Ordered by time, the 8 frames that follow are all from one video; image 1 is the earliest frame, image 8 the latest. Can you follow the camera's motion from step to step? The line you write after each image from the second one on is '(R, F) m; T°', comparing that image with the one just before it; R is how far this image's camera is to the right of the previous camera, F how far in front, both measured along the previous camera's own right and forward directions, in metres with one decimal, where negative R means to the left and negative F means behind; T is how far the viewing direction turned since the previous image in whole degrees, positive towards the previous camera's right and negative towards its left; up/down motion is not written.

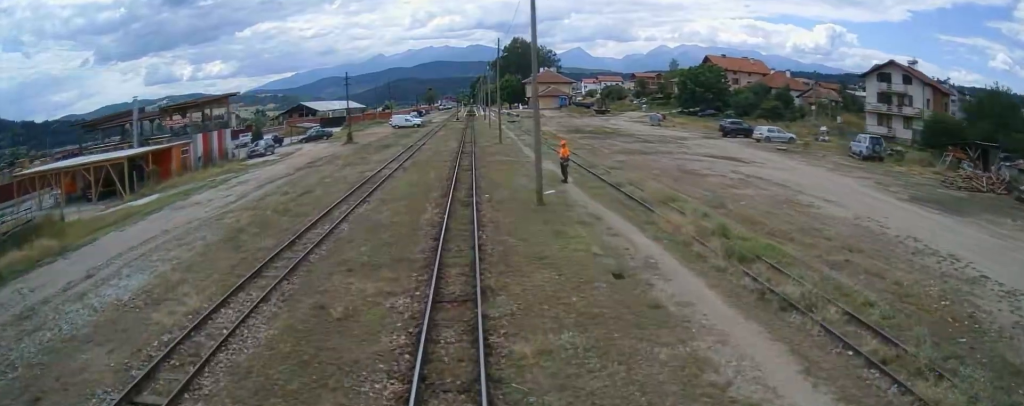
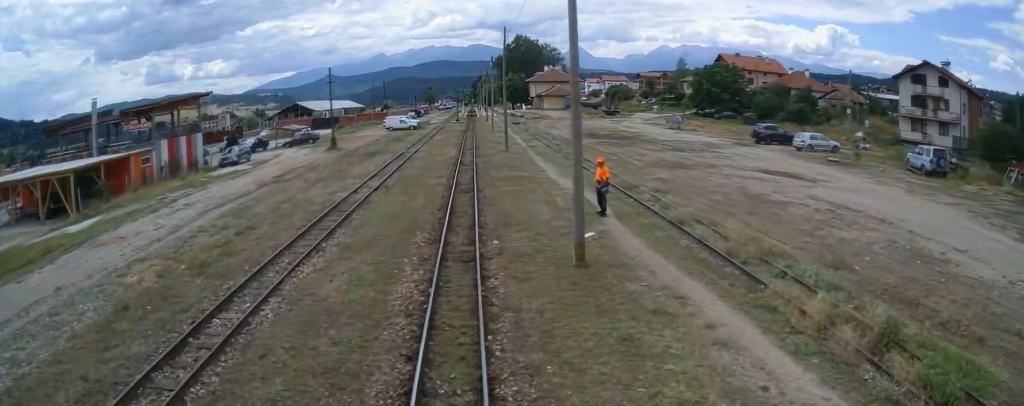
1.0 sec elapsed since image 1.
(0.0, +7.0) m; +1°
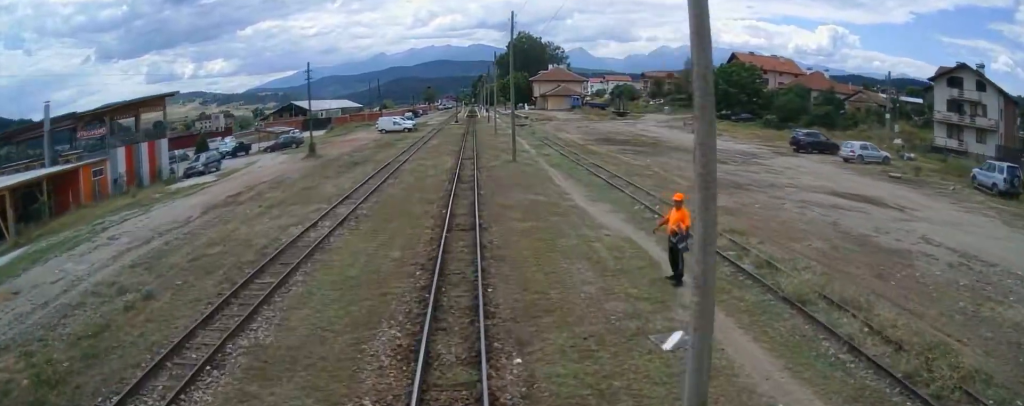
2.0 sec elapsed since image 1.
(+0.1, +6.7) m; 0°
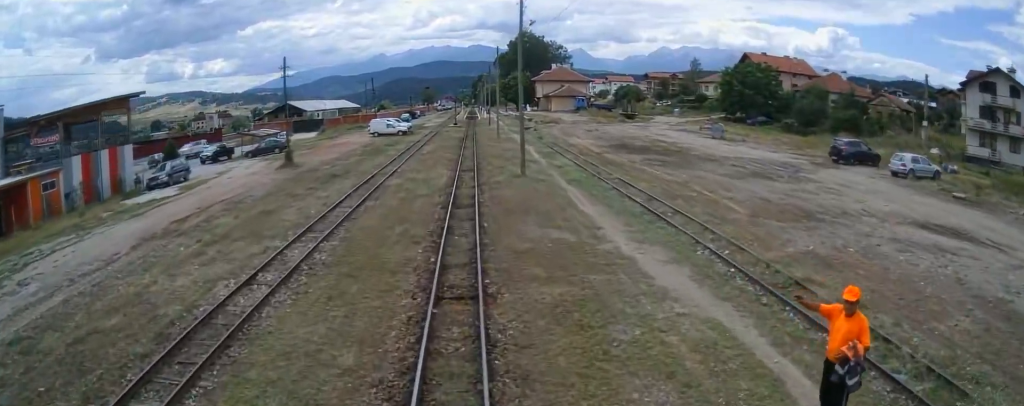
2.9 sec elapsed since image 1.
(-0.1, +5.6) m; -1°
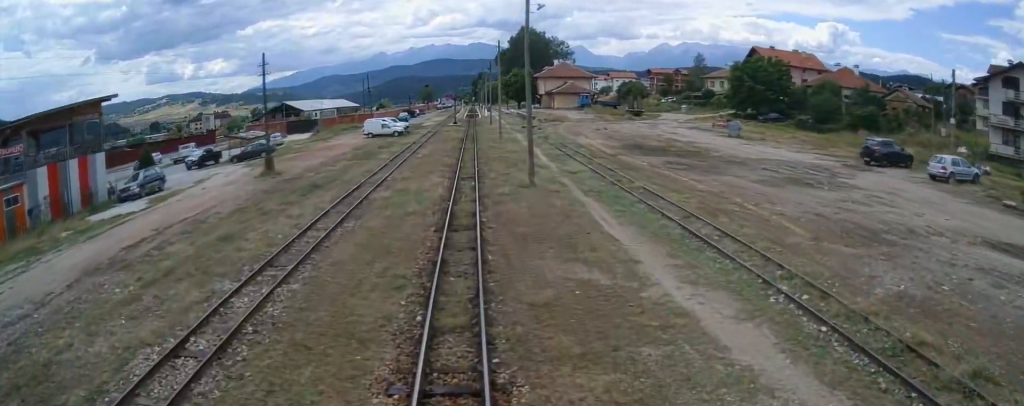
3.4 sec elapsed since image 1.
(0.0, +3.8) m; 0°
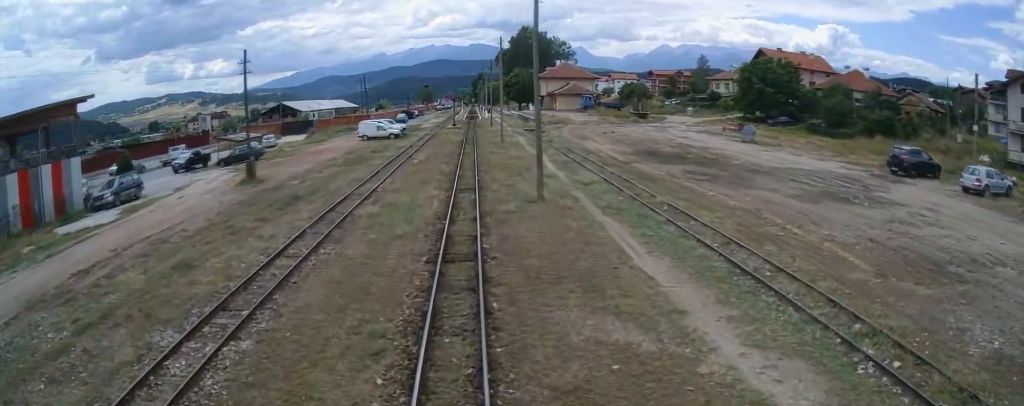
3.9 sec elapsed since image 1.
(0.0, +2.9) m; +1°
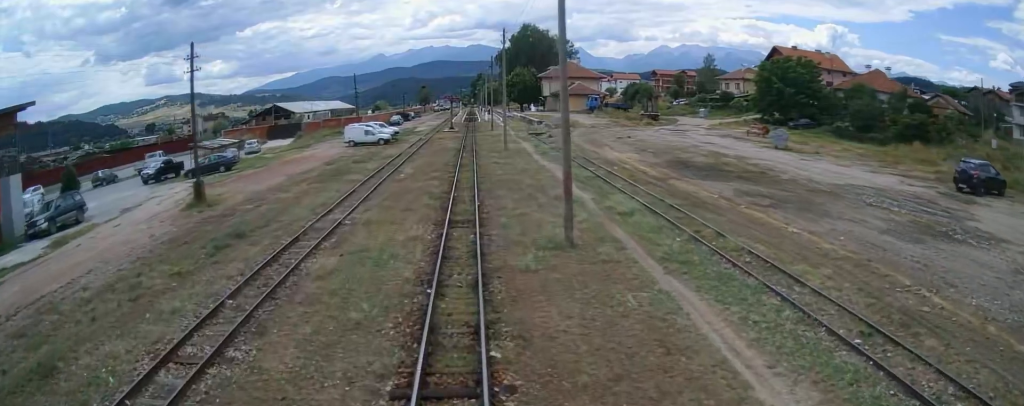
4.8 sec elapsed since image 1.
(+0.1, +6.1) m; +2°
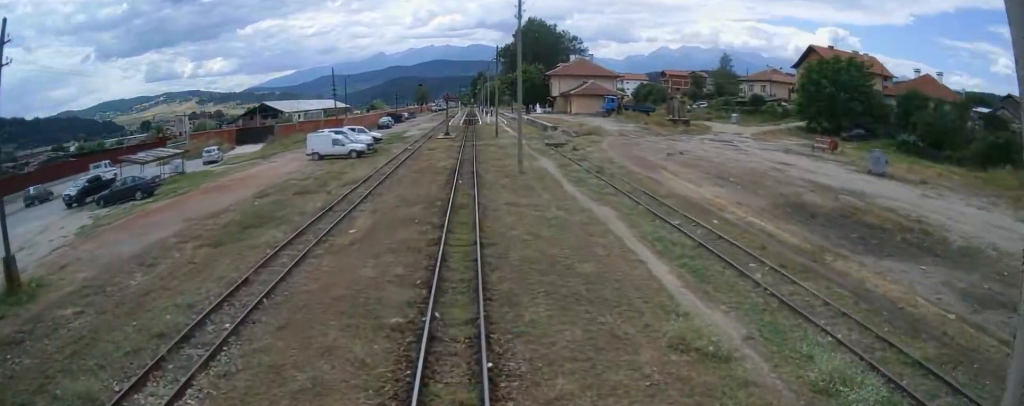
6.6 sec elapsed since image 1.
(+0.3, +11.9) m; +2°
